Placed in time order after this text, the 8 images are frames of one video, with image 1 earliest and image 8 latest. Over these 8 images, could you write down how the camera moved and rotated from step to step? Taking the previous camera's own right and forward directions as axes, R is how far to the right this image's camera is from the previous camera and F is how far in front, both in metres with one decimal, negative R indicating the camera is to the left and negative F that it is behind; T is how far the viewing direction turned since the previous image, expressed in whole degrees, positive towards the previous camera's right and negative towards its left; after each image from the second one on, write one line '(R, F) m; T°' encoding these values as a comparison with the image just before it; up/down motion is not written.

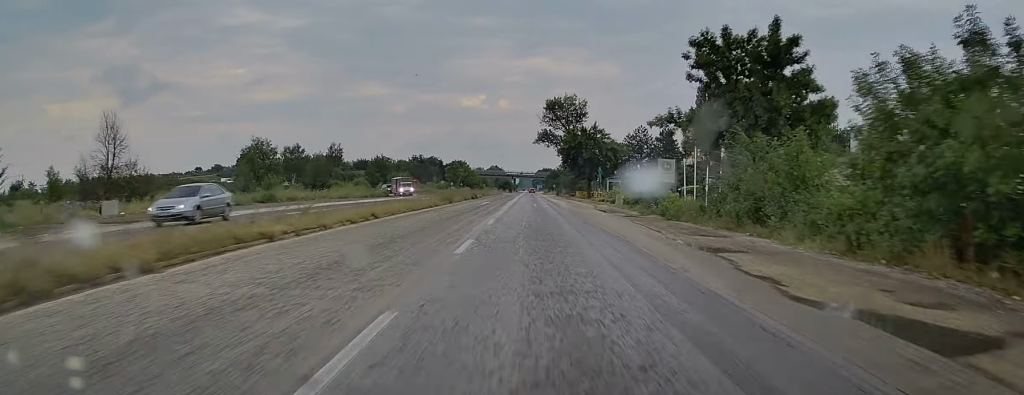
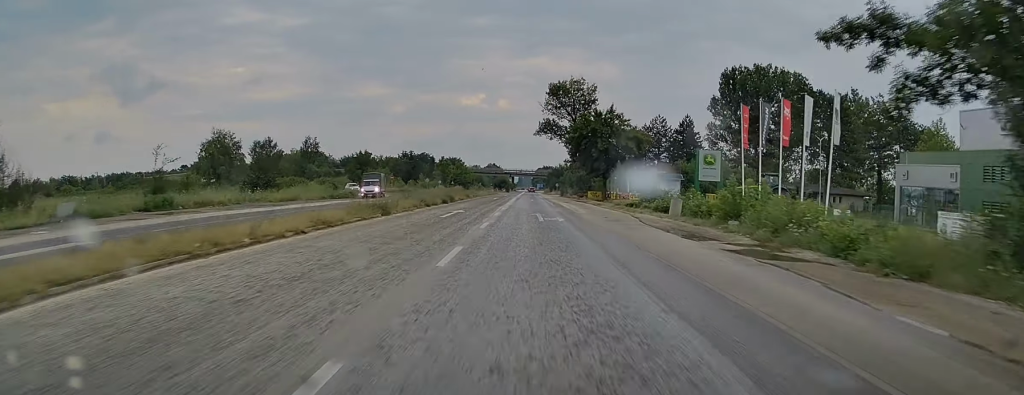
(+0.3, +21.1) m; +1°
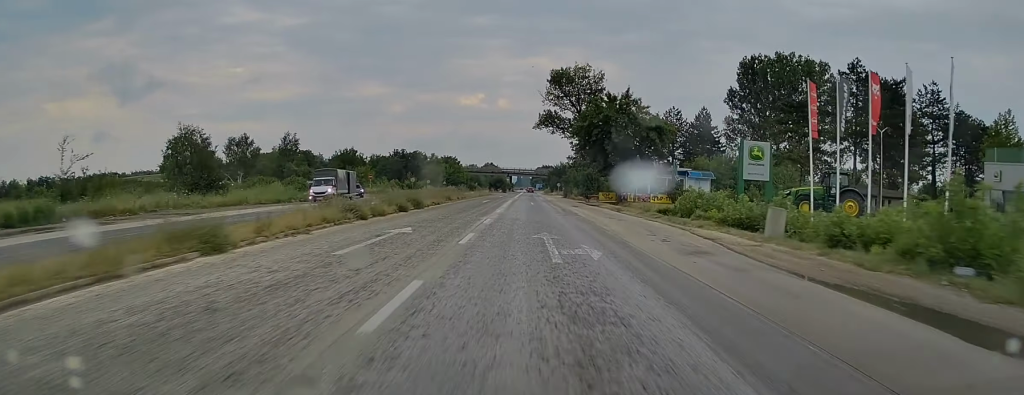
(0.0, +14.0) m; 0°
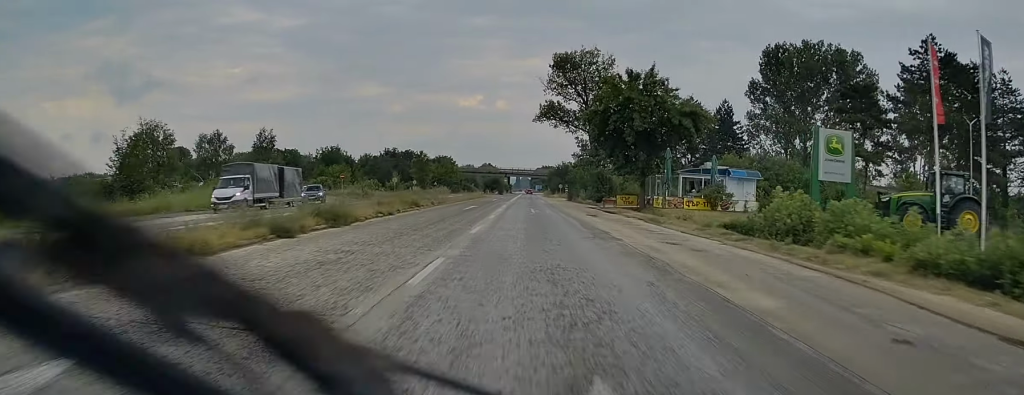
(0.0, +13.9) m; -1°
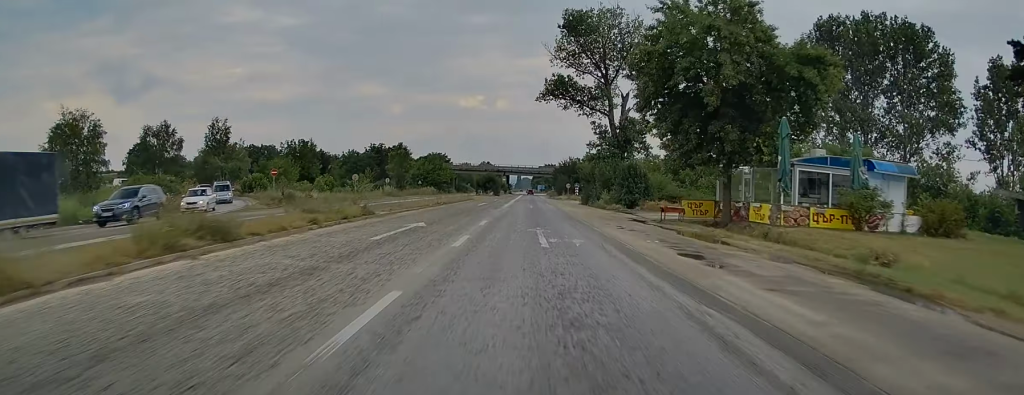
(-0.4, +22.5) m; 0°
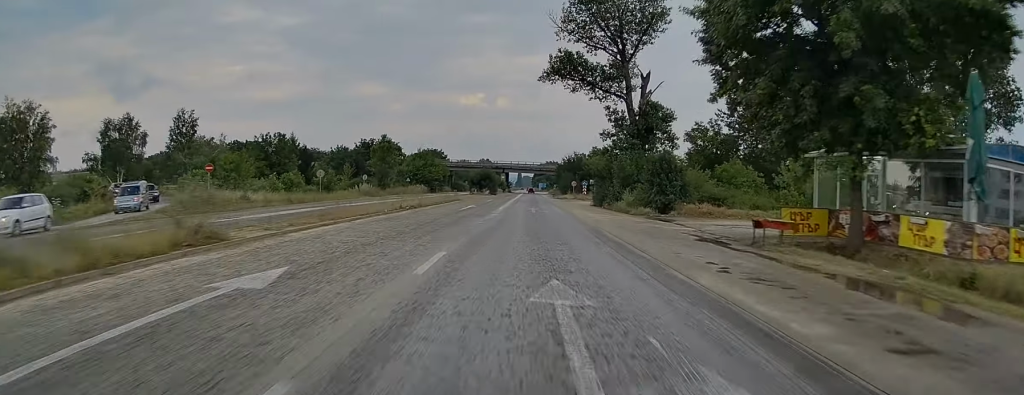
(+0.2, +12.7) m; 0°
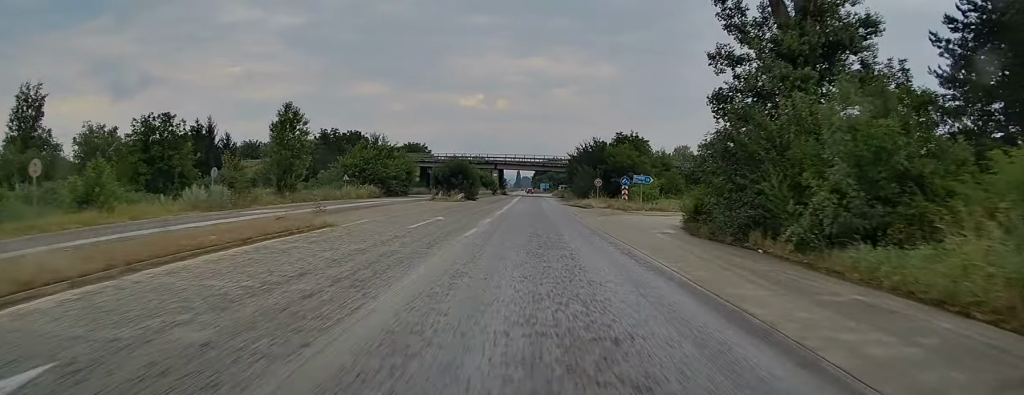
(-0.1, +37.5) m; 0°
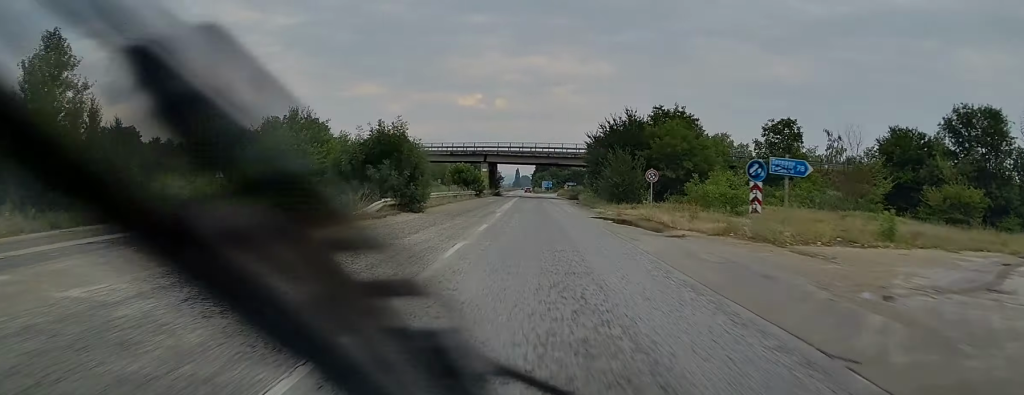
(+0.2, +30.7) m; 0°
